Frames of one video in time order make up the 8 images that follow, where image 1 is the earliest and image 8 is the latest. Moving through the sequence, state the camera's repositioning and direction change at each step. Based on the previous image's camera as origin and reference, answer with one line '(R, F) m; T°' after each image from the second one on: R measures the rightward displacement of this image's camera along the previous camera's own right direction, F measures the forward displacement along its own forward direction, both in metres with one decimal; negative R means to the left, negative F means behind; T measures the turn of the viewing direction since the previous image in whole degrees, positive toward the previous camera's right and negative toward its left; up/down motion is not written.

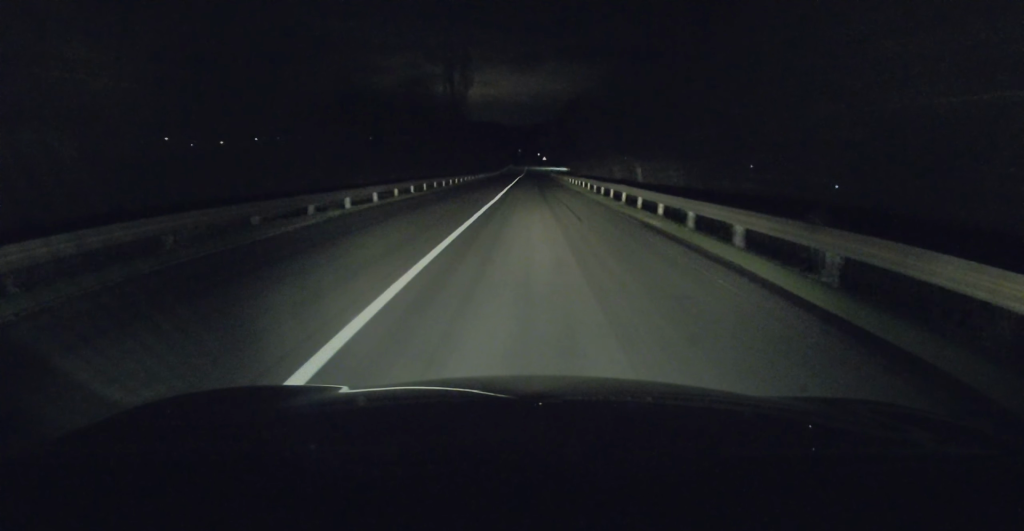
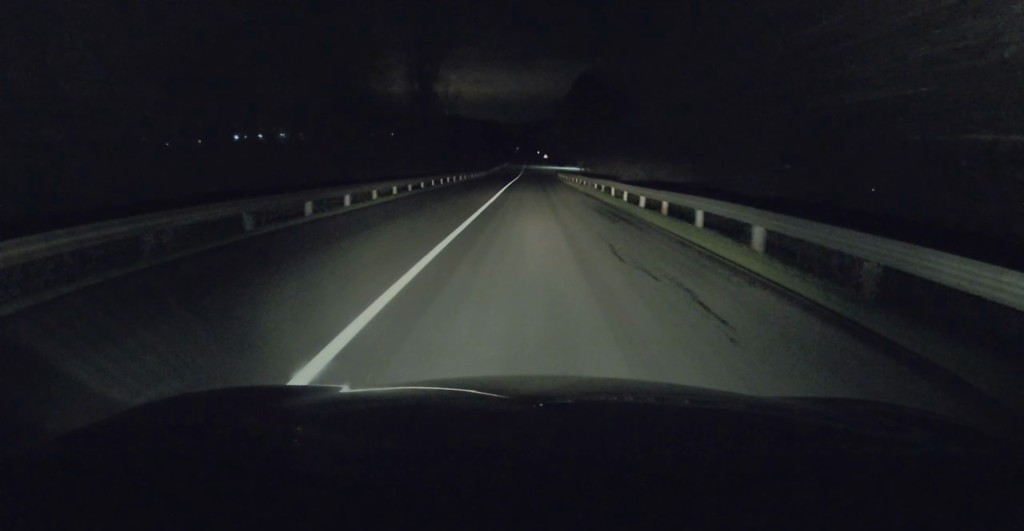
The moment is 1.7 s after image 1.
(0.0, +31.0) m; 0°
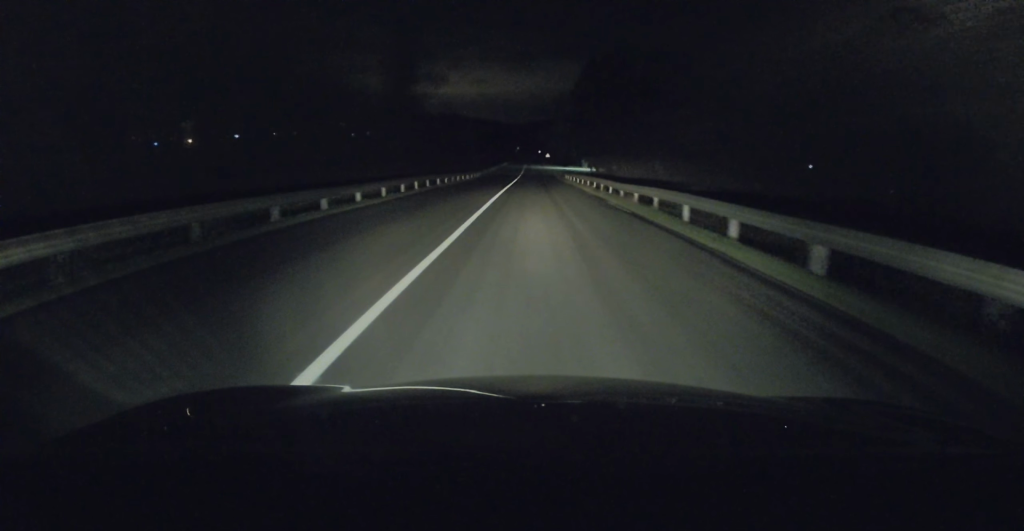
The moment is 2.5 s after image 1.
(+0.1, +13.6) m; 0°
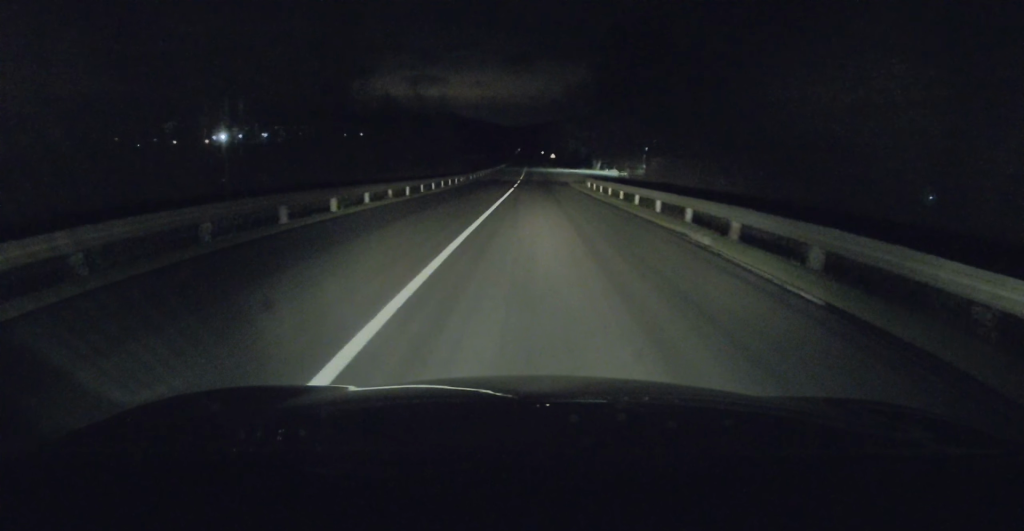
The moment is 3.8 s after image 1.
(0.0, +22.4) m; -1°
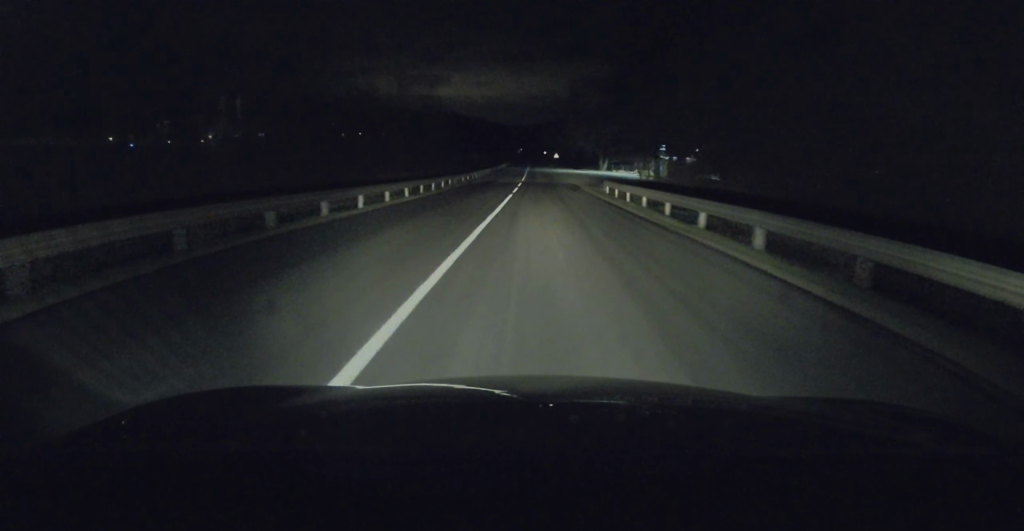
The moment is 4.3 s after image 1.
(-0.1, +8.8) m; 0°
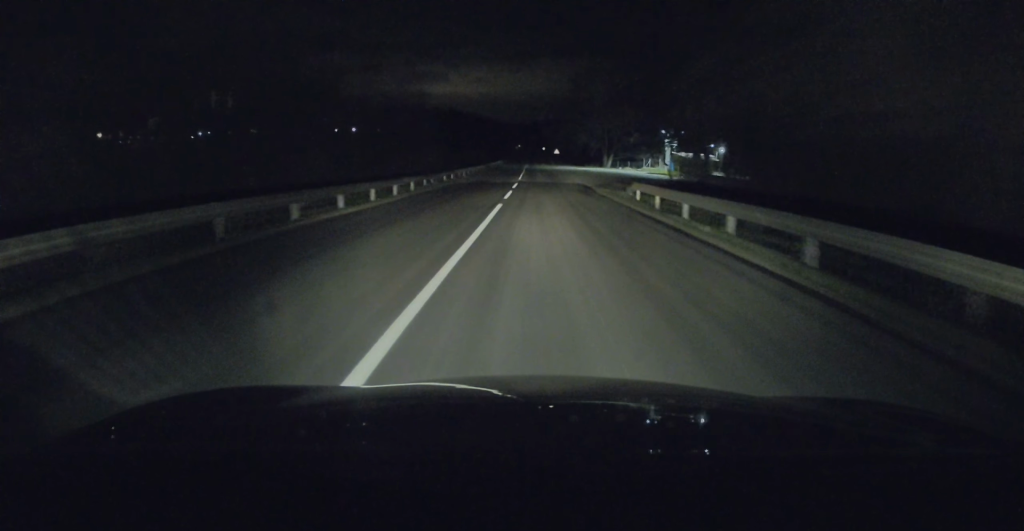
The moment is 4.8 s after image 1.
(-0.1, +10.0) m; 0°
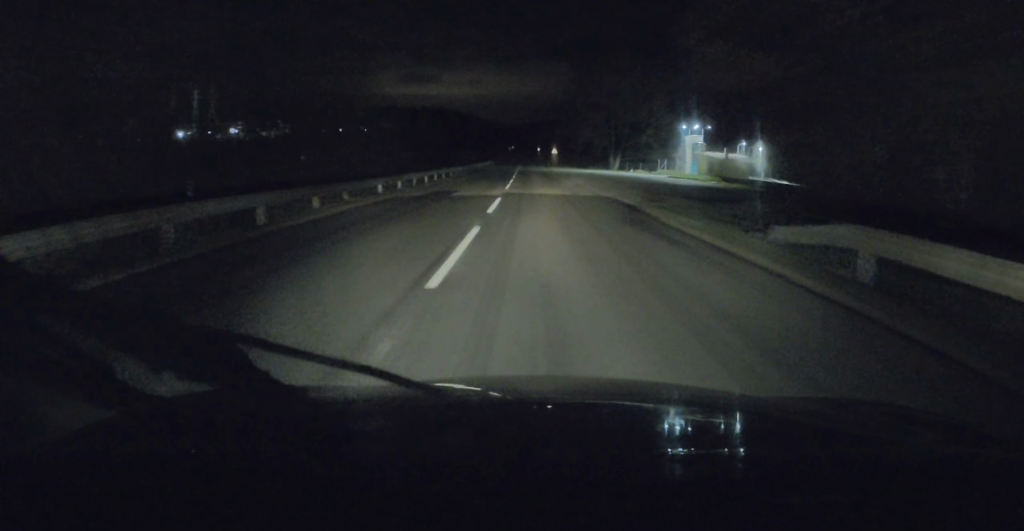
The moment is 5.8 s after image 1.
(0.0, +17.0) m; +1°
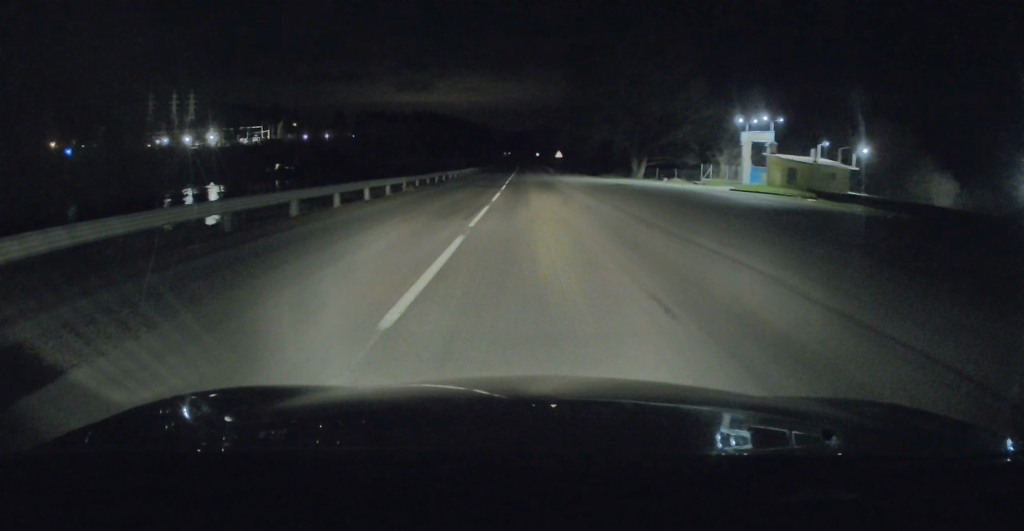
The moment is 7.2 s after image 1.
(+0.4, +24.1) m; 0°
